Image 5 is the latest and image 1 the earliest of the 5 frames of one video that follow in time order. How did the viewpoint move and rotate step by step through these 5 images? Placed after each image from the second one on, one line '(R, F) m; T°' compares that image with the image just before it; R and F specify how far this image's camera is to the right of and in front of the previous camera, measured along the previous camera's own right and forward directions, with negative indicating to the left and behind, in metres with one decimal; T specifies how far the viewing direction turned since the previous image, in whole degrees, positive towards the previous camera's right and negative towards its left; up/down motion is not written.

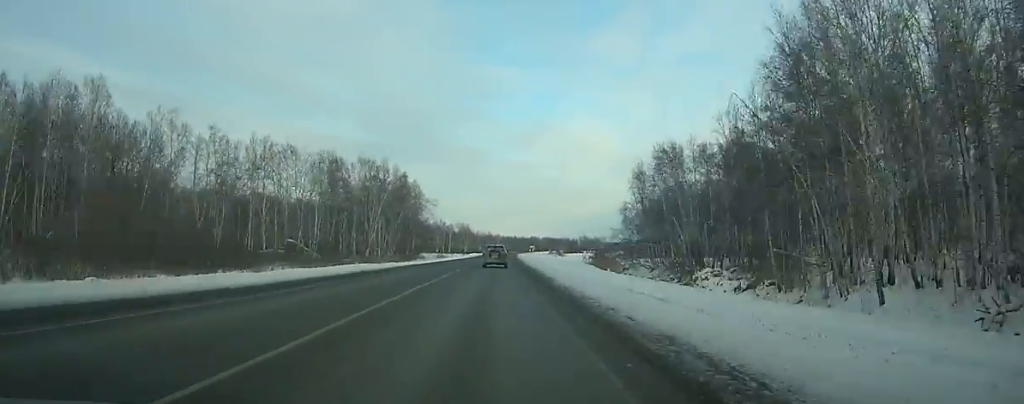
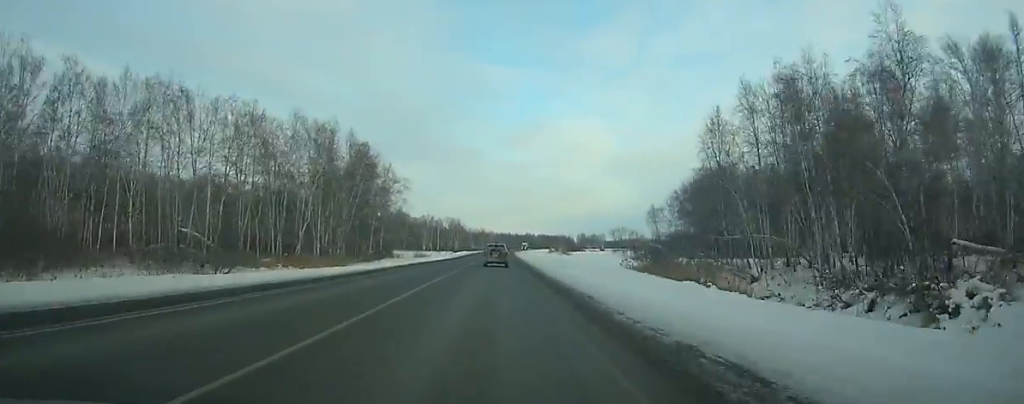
(-0.1, +36.2) m; 0°
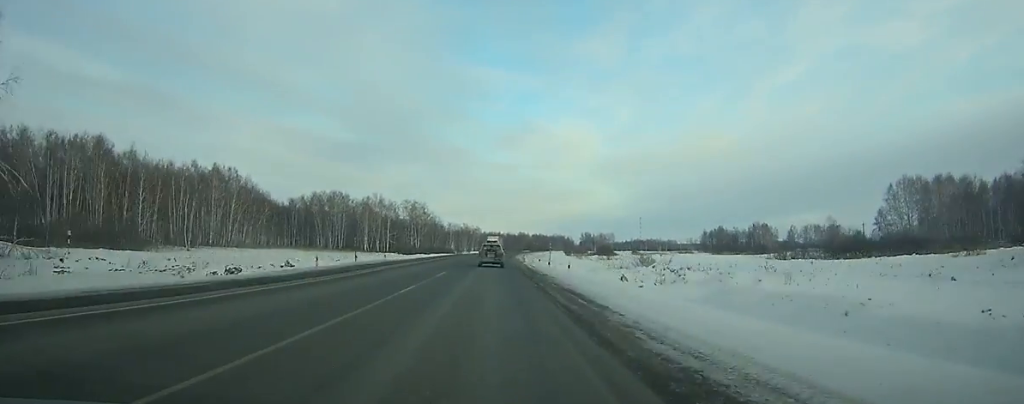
(+1.4, +123.7) m; +1°
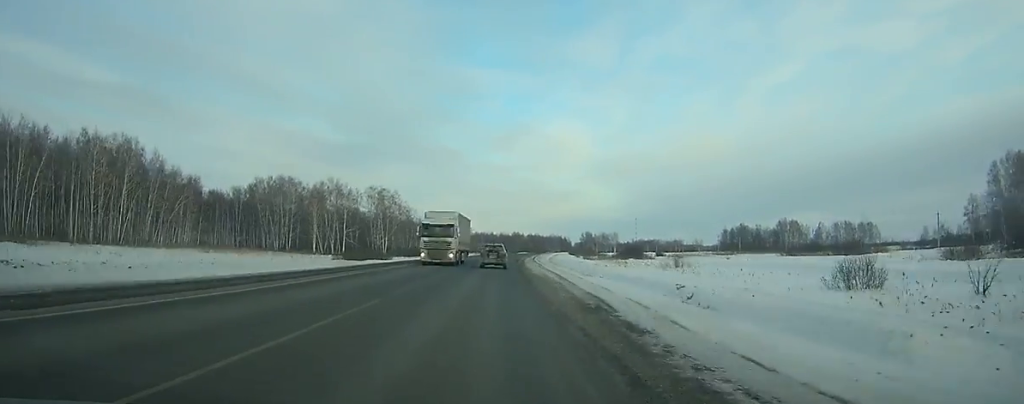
(+0.2, +51.2) m; +1°
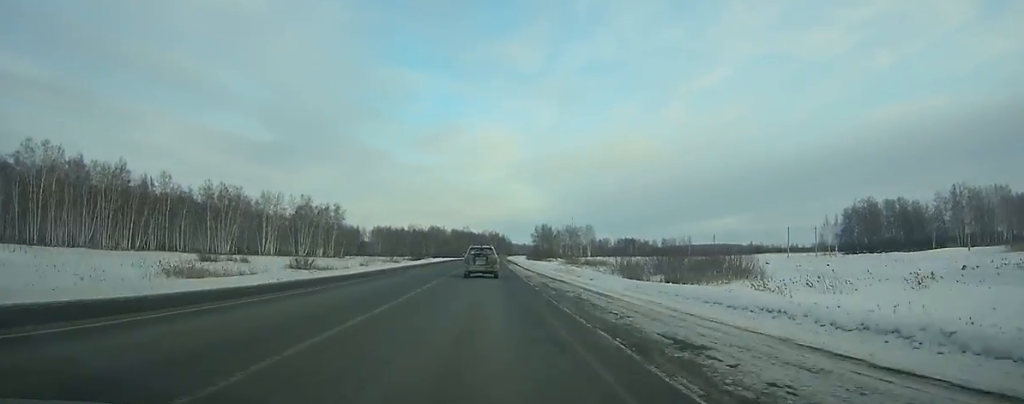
(+11.8, +201.4) m; +6°
